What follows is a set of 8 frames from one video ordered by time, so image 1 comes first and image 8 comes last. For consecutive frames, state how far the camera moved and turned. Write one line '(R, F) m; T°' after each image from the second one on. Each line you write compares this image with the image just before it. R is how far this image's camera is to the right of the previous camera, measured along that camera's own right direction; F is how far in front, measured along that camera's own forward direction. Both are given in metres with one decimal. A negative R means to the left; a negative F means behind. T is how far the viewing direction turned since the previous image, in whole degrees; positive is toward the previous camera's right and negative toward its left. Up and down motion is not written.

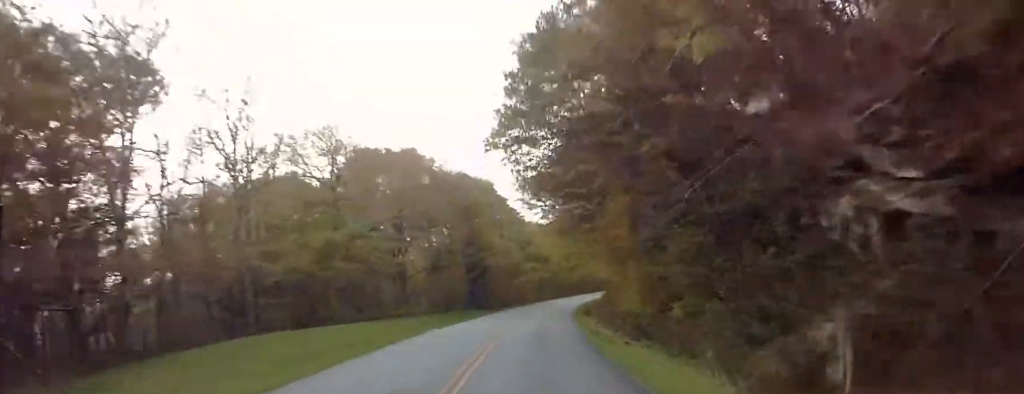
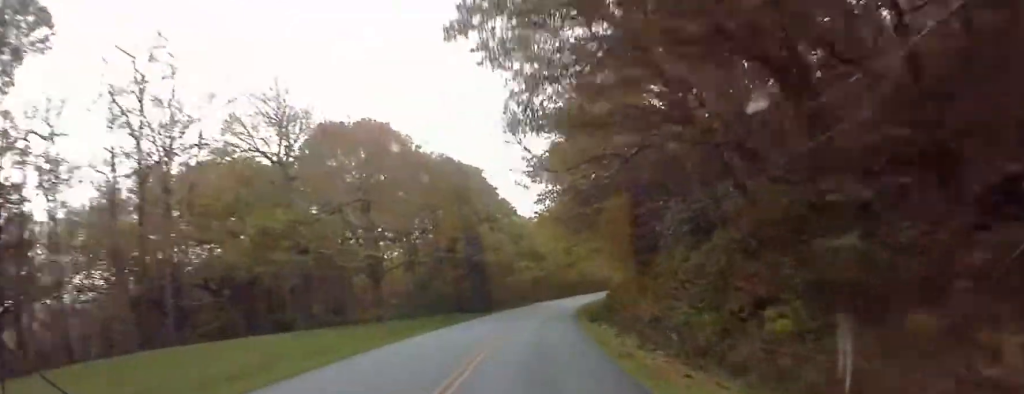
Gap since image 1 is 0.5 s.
(0.0, +9.9) m; 0°
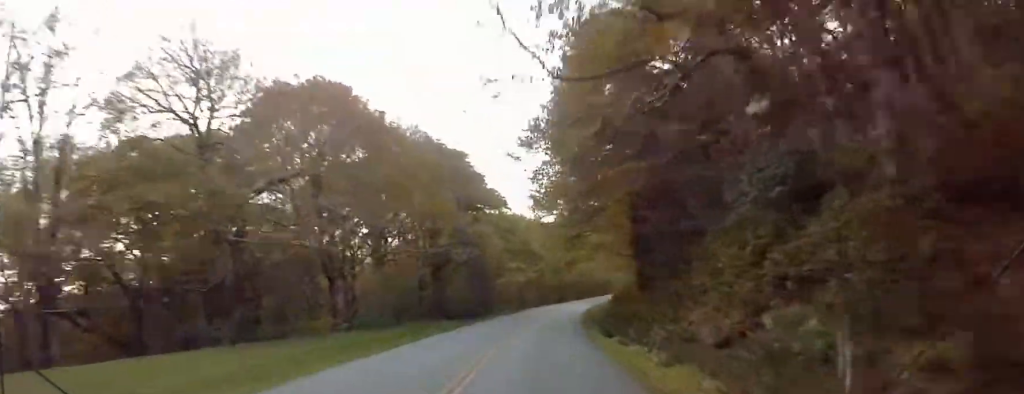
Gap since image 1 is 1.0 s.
(0.0, +10.7) m; 0°
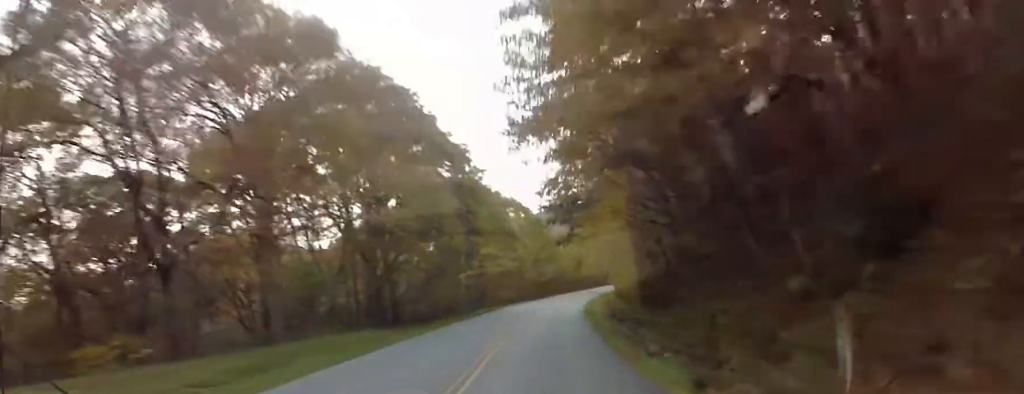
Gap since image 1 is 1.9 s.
(0.0, +20.1) m; 0°
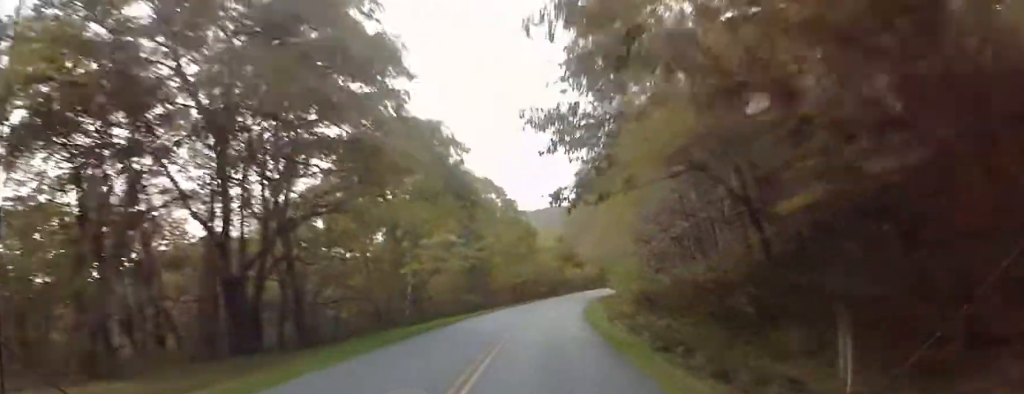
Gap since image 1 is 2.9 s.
(0.0, +22.3) m; 0°
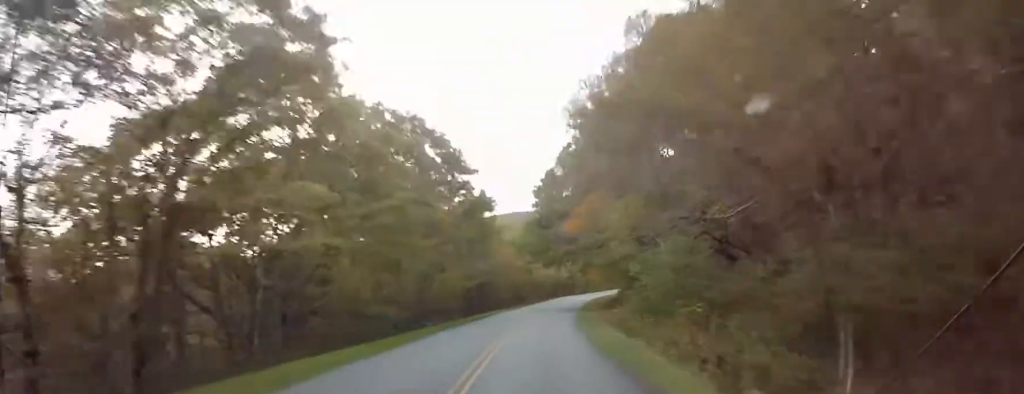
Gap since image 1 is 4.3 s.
(0.0, +27.8) m; 0°
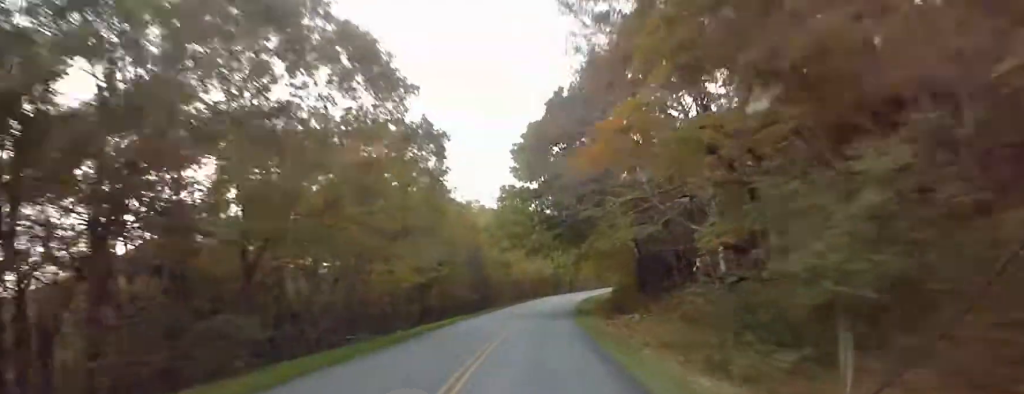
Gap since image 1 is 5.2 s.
(0.0, +18.8) m; +1°
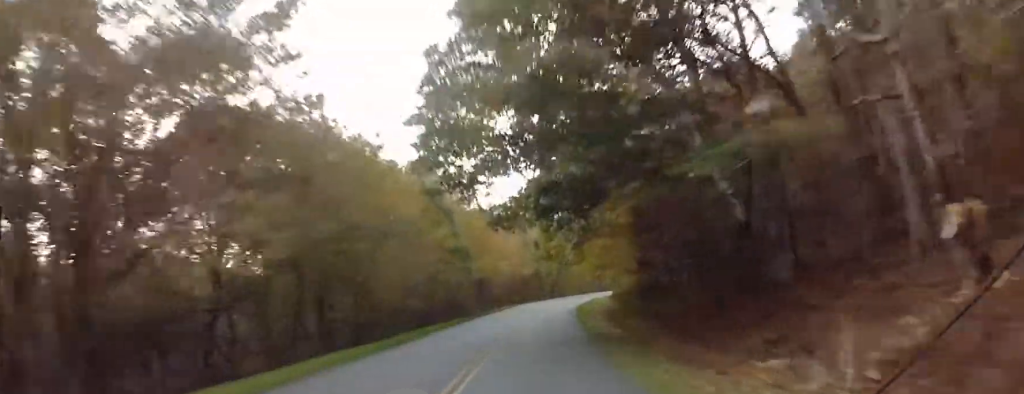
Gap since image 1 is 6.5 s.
(+1.0, +26.0) m; +6°
